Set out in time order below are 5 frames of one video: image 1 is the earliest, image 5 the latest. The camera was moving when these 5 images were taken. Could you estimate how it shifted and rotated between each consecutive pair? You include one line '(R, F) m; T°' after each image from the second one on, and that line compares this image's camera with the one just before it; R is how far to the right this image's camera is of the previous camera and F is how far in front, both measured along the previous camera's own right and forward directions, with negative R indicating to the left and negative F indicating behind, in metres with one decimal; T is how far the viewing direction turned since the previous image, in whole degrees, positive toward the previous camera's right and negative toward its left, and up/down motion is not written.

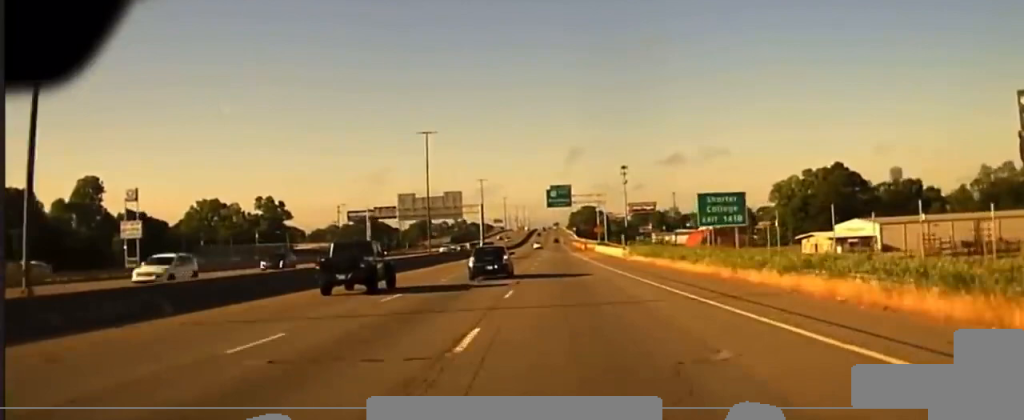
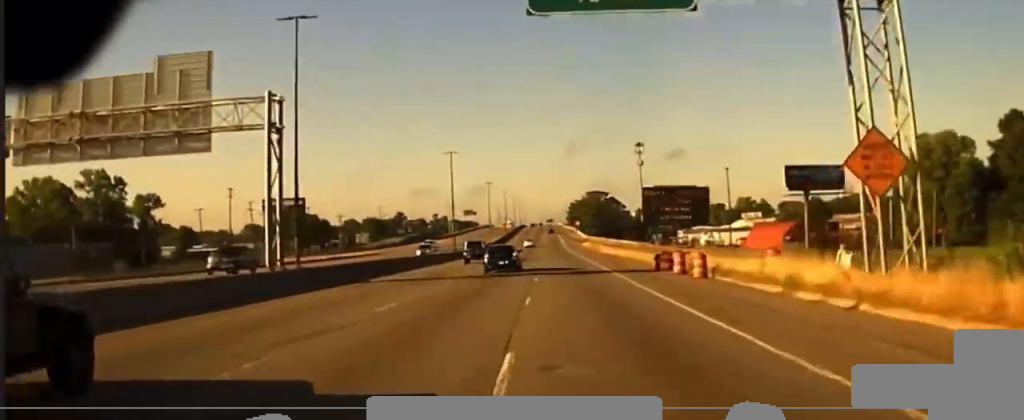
(+1.3, +103.5) m; 0°
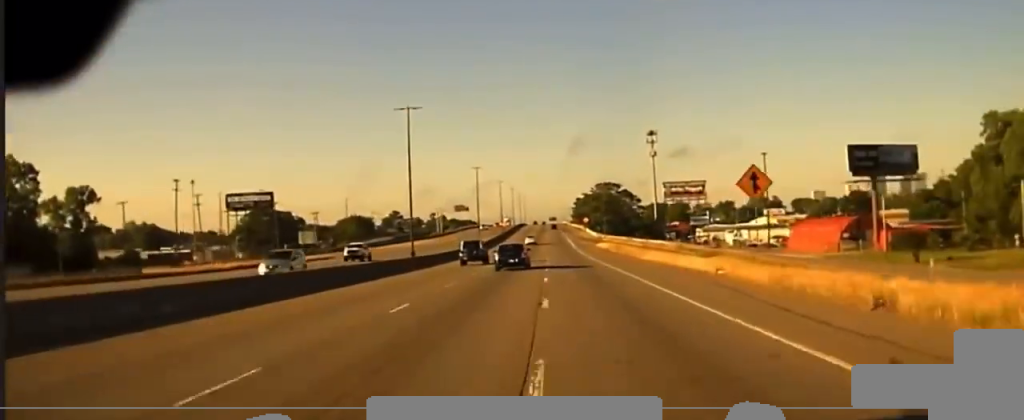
(-0.4, +35.2) m; -1°
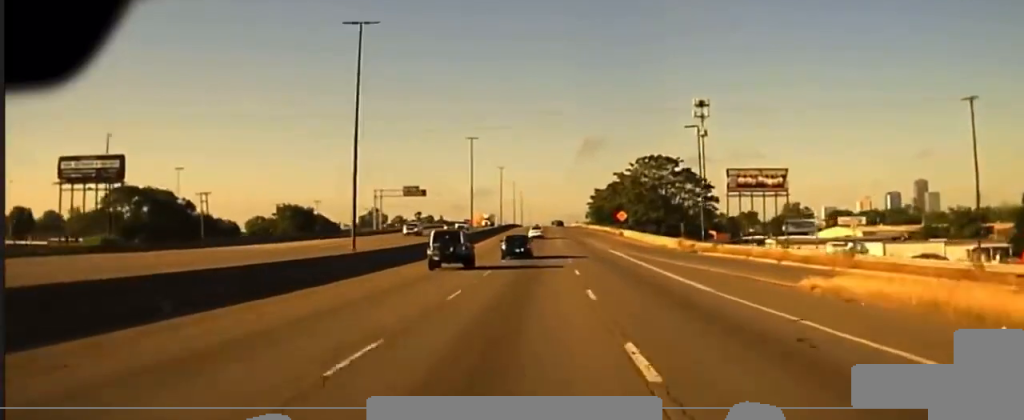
(-0.7, +101.8) m; -1°
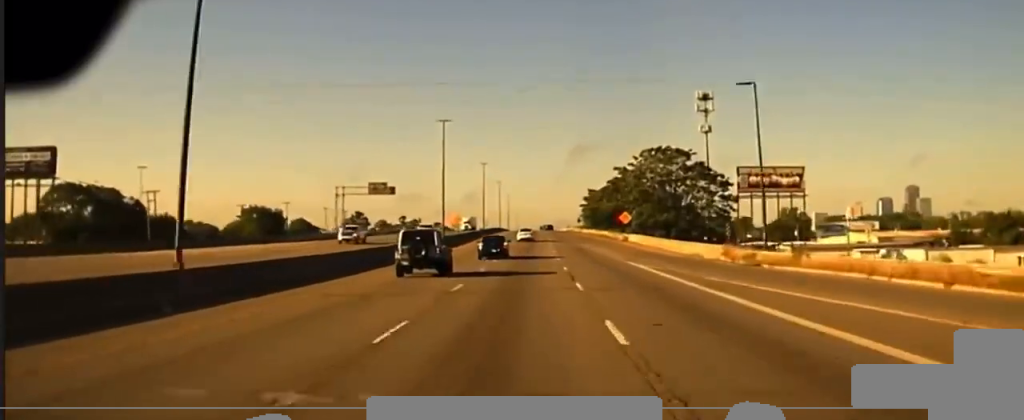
(-0.1, +21.9) m; 0°
